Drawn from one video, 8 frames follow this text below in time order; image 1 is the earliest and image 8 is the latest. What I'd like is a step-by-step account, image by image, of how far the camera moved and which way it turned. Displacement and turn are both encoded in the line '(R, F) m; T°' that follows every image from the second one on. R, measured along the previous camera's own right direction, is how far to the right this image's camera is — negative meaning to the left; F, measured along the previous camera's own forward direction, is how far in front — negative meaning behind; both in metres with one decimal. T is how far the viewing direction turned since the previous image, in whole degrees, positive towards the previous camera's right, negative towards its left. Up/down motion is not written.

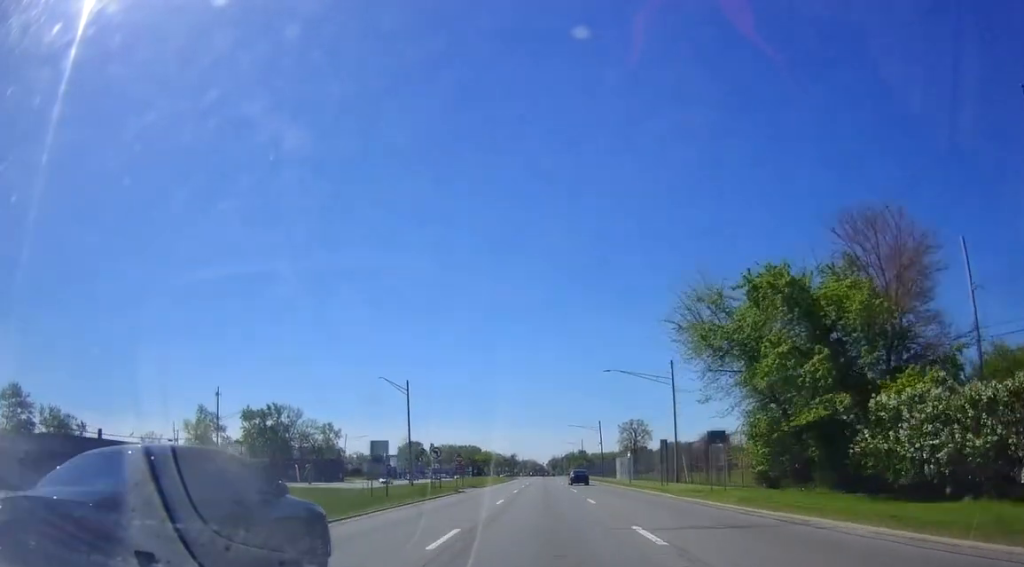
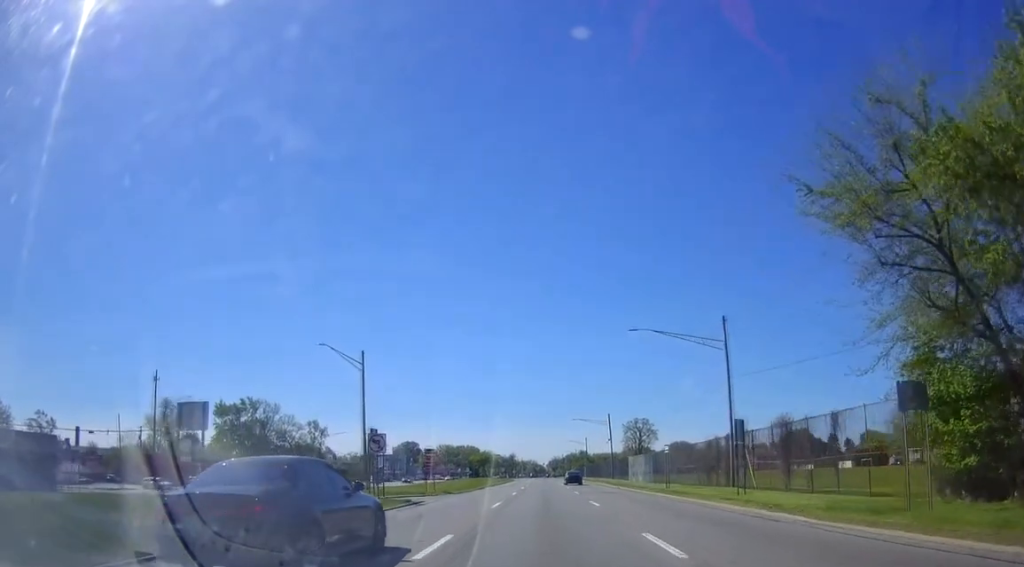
(+0.1, +16.7) m; 0°
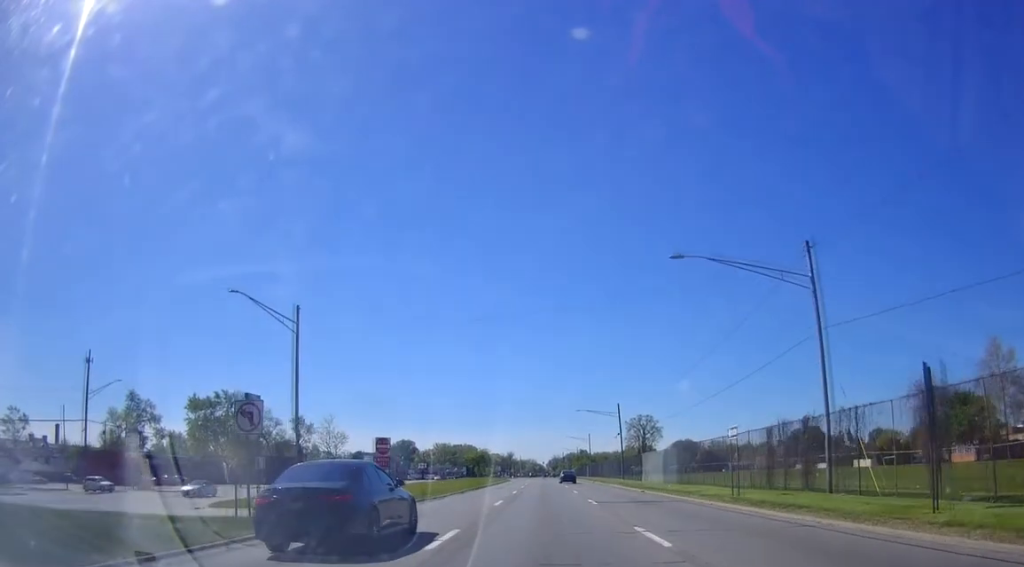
(-0.1, +13.9) m; 0°
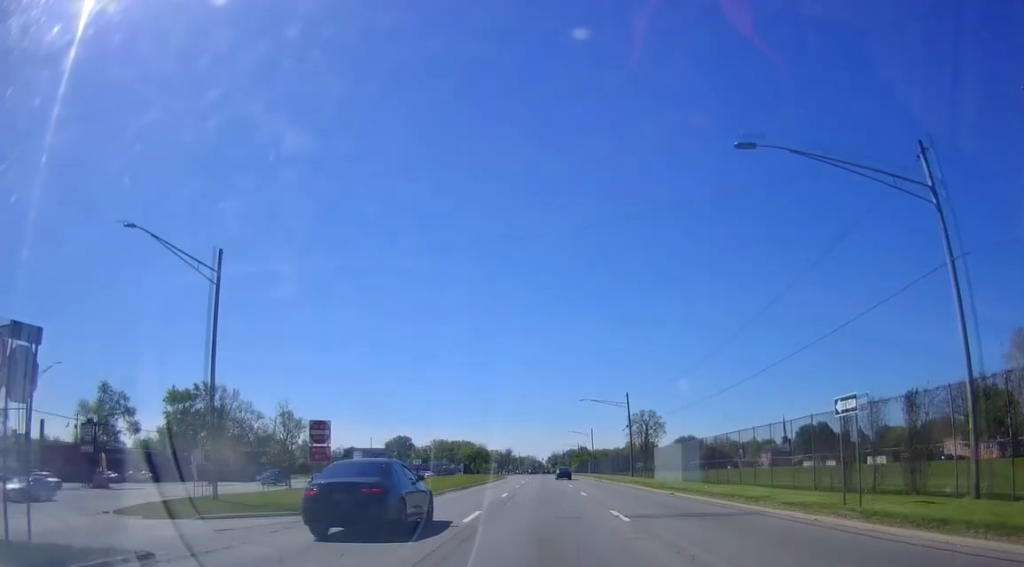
(+0.2, +9.9) m; +1°
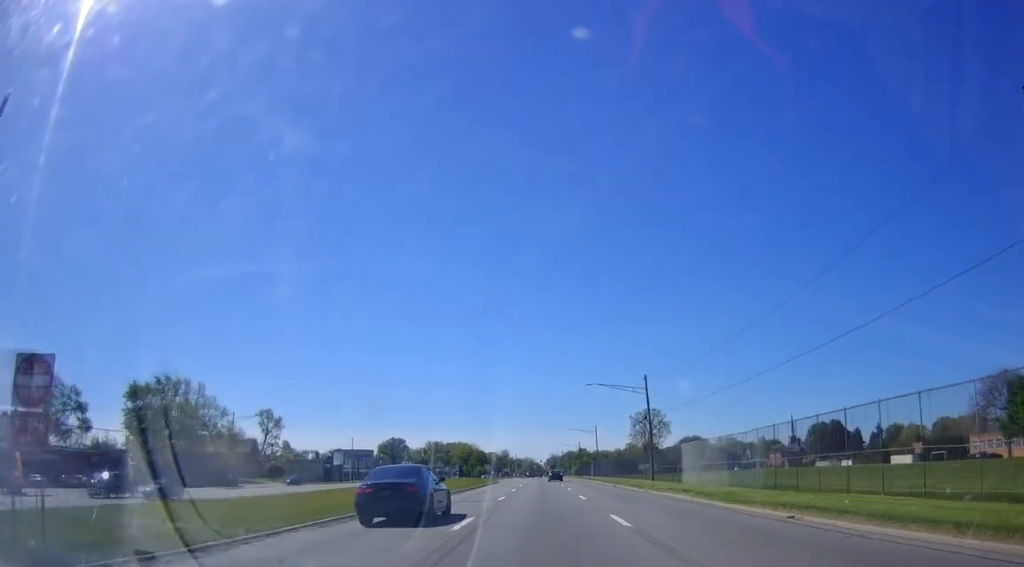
(+0.1, +15.6) m; -1°
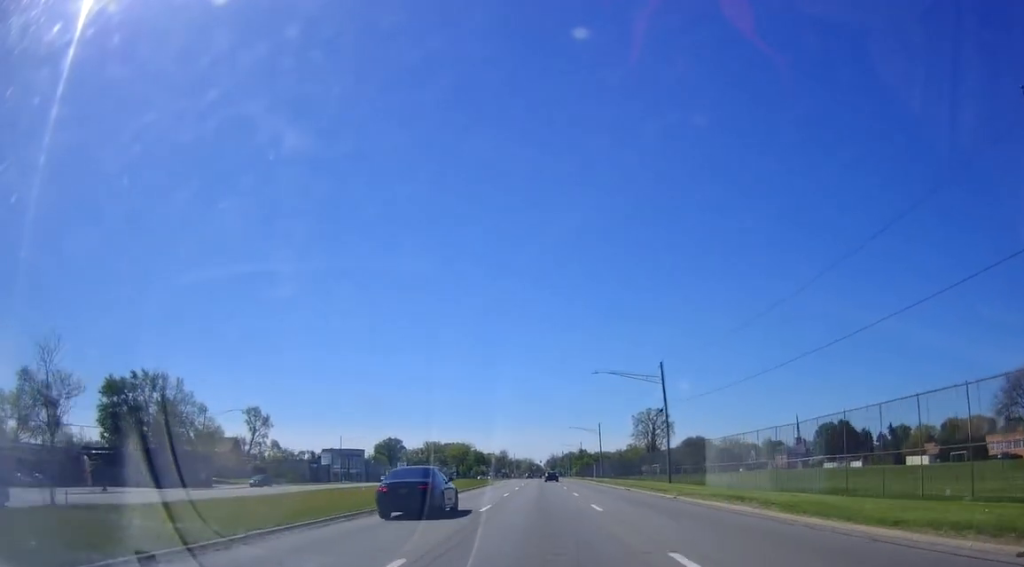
(+0.1, +8.8) m; -1°
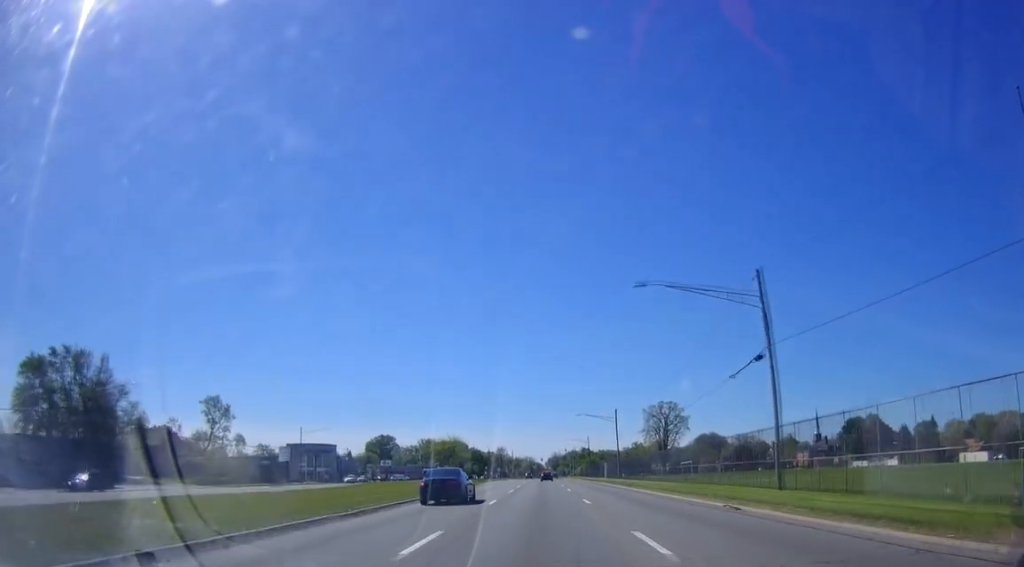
(-0.3, +25.2) m; +1°
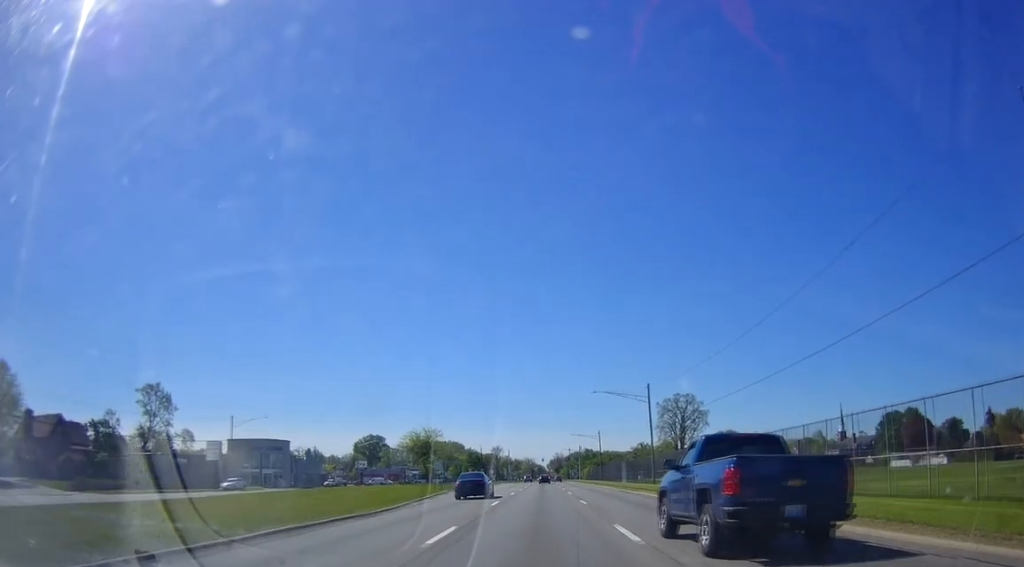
(+0.2, +28.6) m; +1°
